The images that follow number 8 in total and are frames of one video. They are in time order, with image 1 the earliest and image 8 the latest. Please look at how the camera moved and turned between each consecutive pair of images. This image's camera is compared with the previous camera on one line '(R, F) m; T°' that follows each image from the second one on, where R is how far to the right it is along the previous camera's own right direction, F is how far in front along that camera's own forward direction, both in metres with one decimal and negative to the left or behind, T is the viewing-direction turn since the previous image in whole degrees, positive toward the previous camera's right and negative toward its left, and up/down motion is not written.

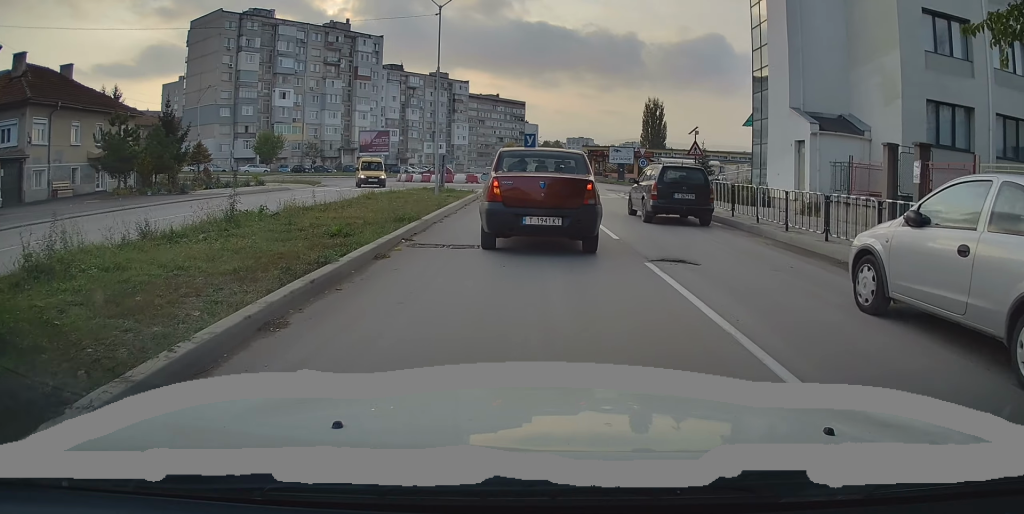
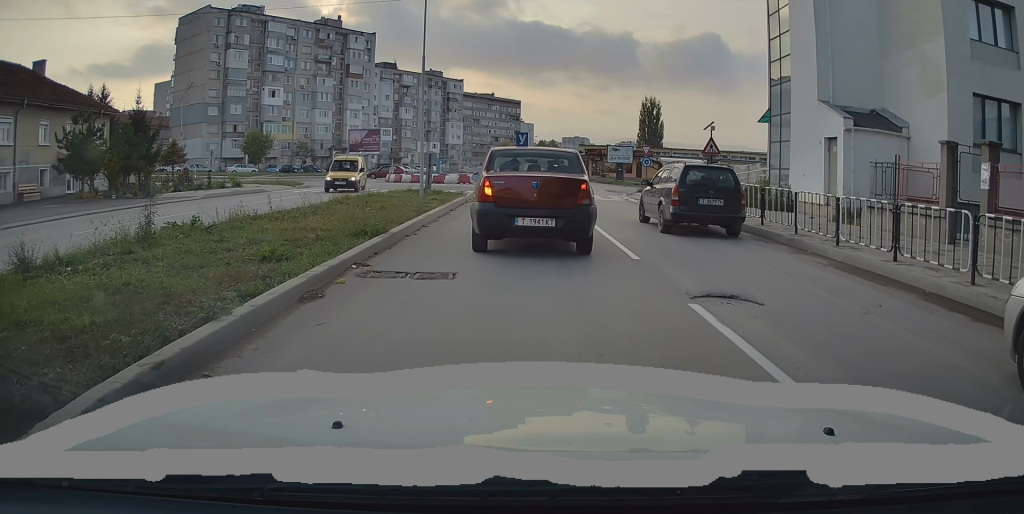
(+0.1, +2.4) m; +2°
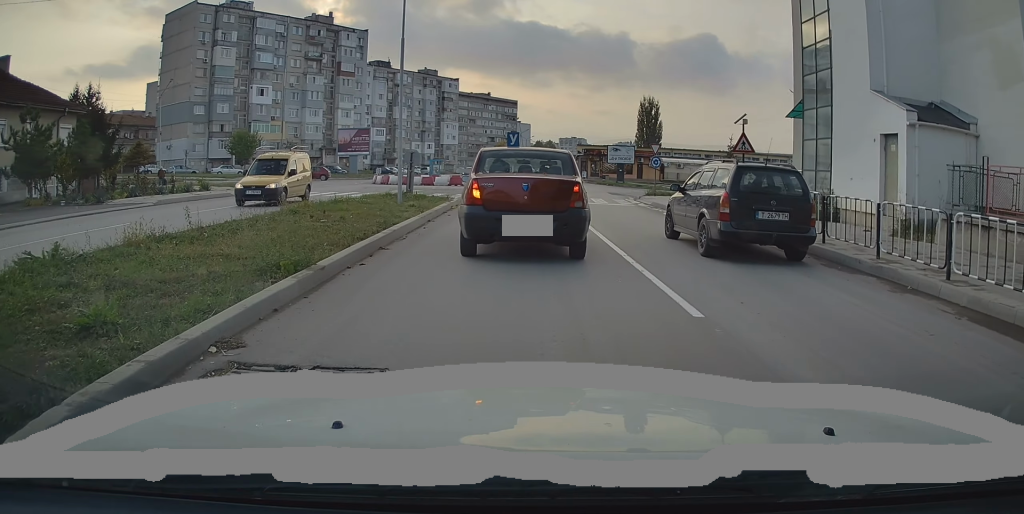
(-0.1, +3.3) m; +4°
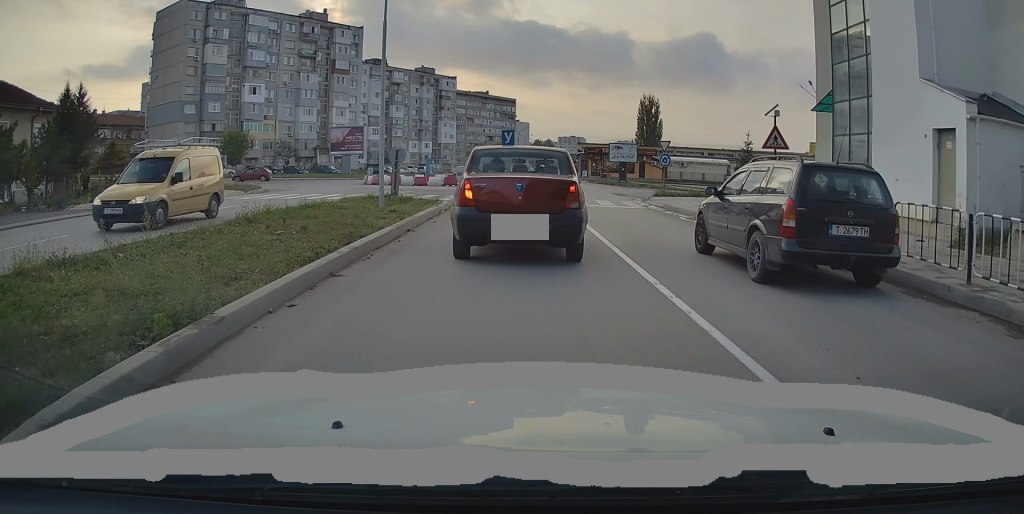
(+0.3, +2.1) m; +4°
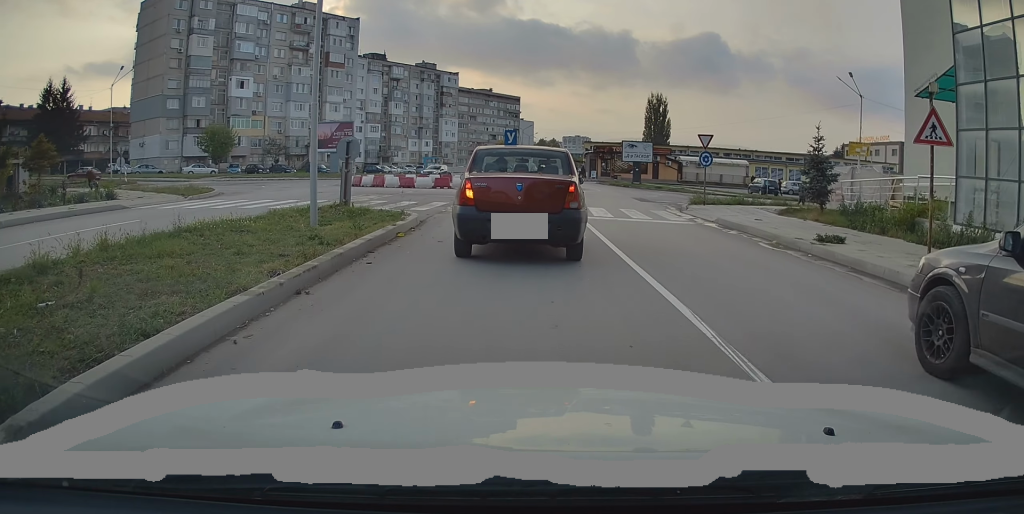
(+0.1, +5.8) m; -4°
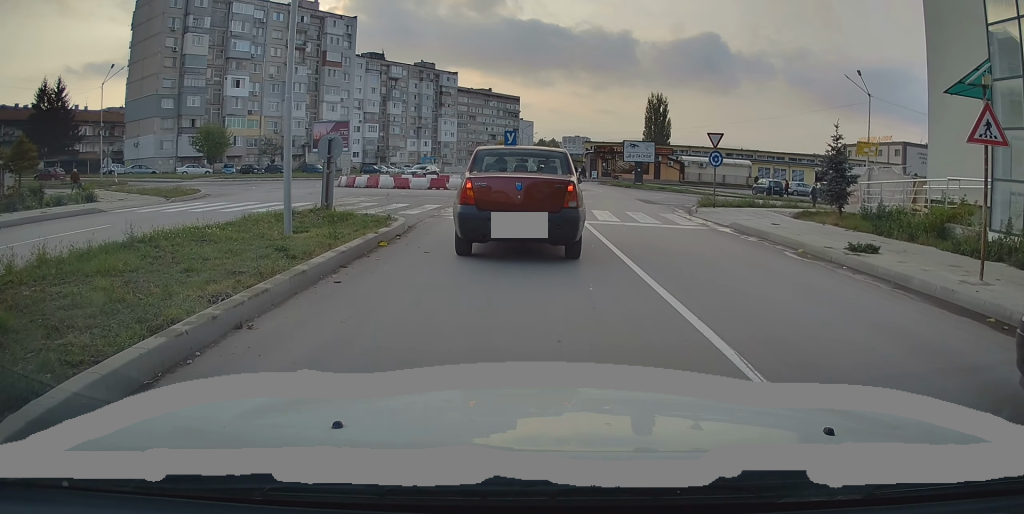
(-0.2, +1.2) m; 0°
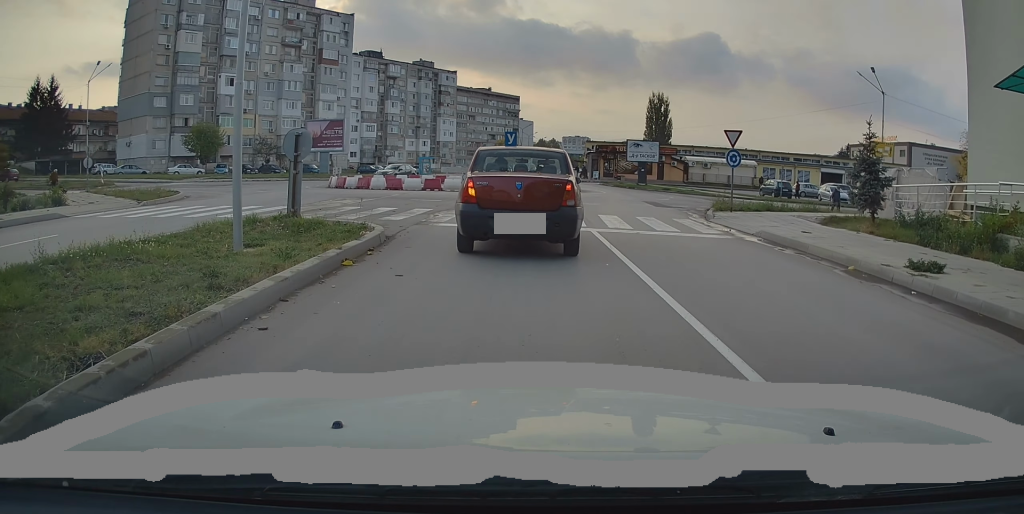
(0.0, +1.9) m; 0°
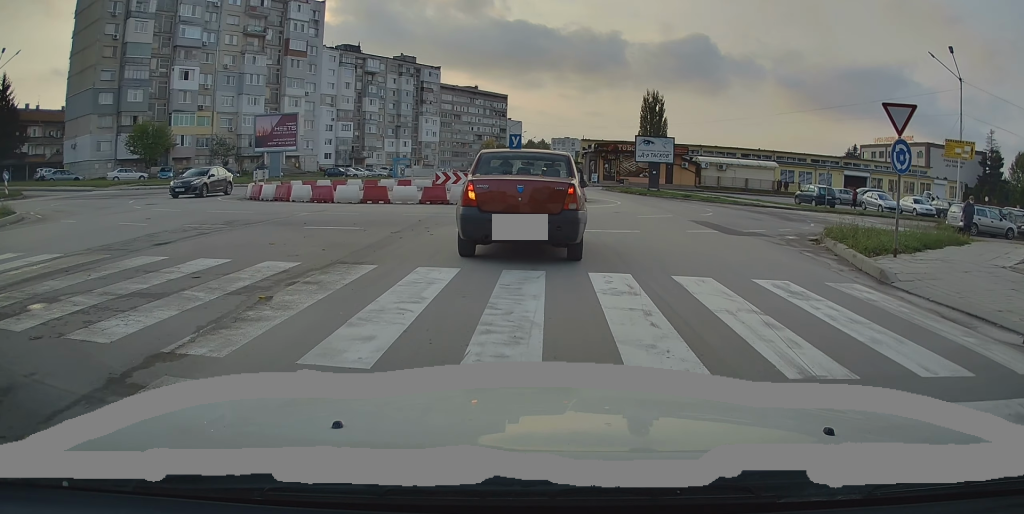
(-0.4, +9.9) m; +1°
